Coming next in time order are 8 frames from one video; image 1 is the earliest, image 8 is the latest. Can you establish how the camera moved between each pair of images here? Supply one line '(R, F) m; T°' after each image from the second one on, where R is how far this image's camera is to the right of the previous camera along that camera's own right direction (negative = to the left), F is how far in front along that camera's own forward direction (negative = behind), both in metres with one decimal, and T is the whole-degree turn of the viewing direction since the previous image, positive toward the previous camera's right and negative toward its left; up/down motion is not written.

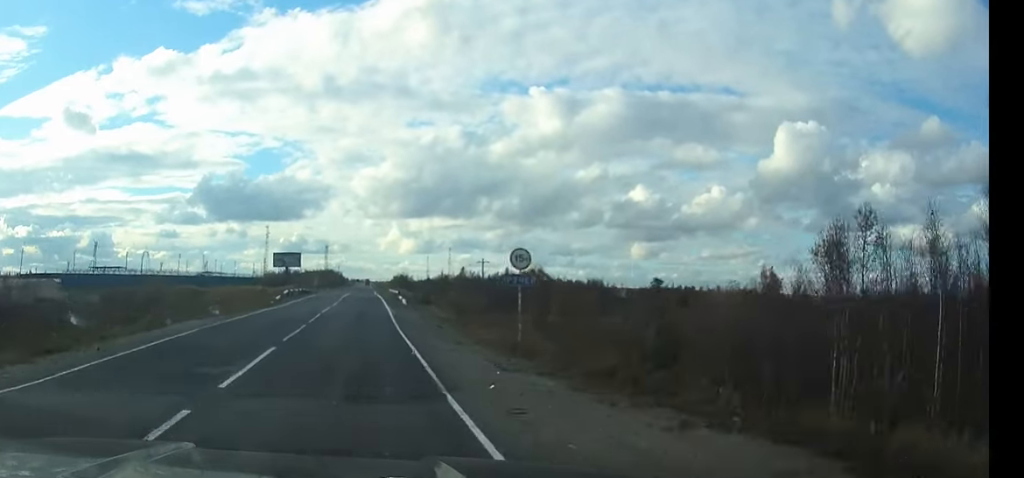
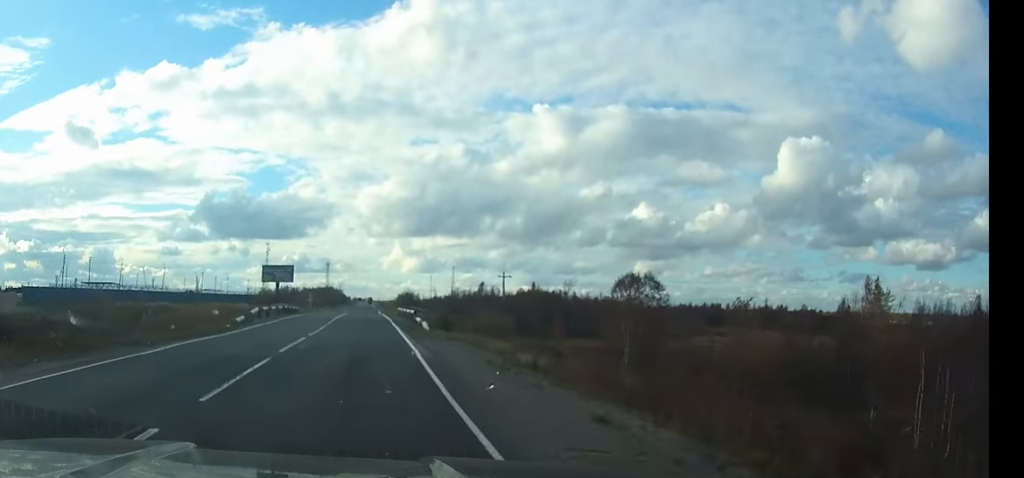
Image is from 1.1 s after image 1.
(0.0, +17.8) m; 0°
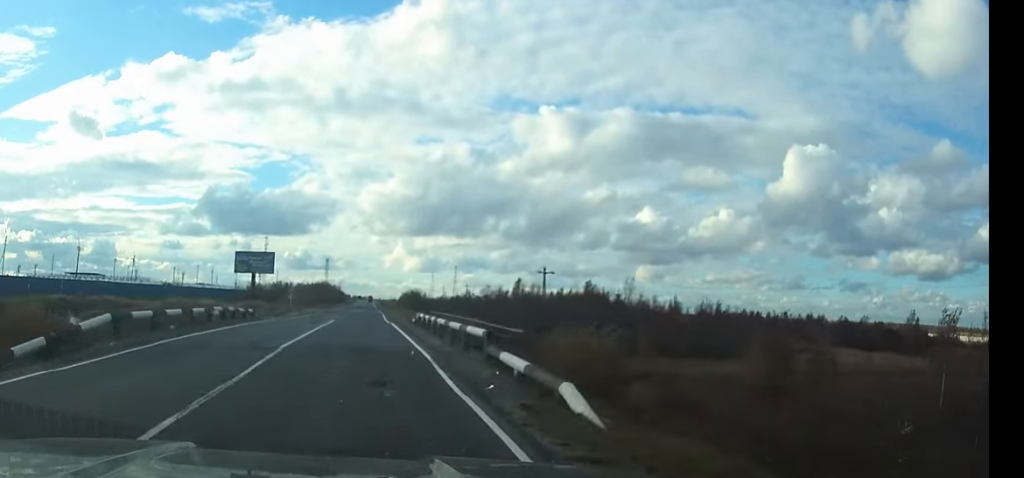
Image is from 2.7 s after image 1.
(0.0, +27.4) m; 0°
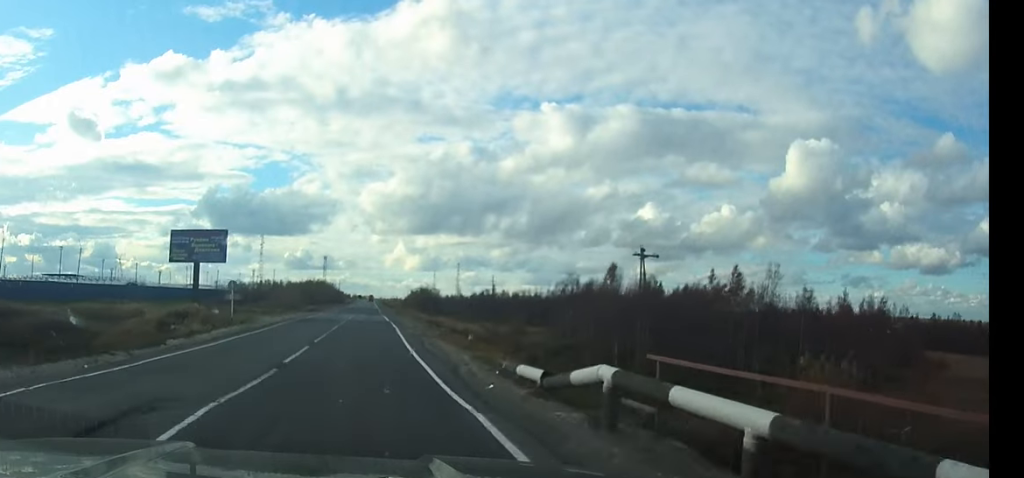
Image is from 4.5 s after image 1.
(0.0, +34.2) m; 0°
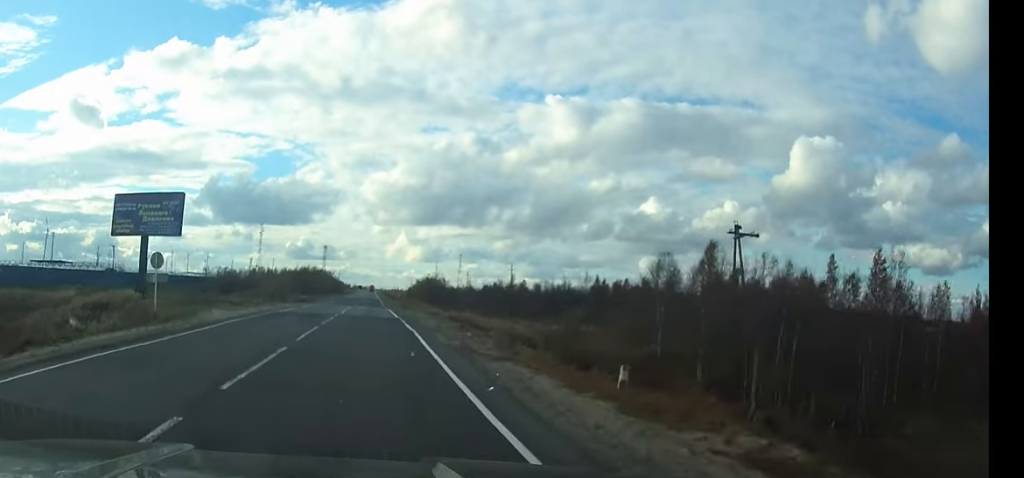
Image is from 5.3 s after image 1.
(0.0, +16.4) m; 0°
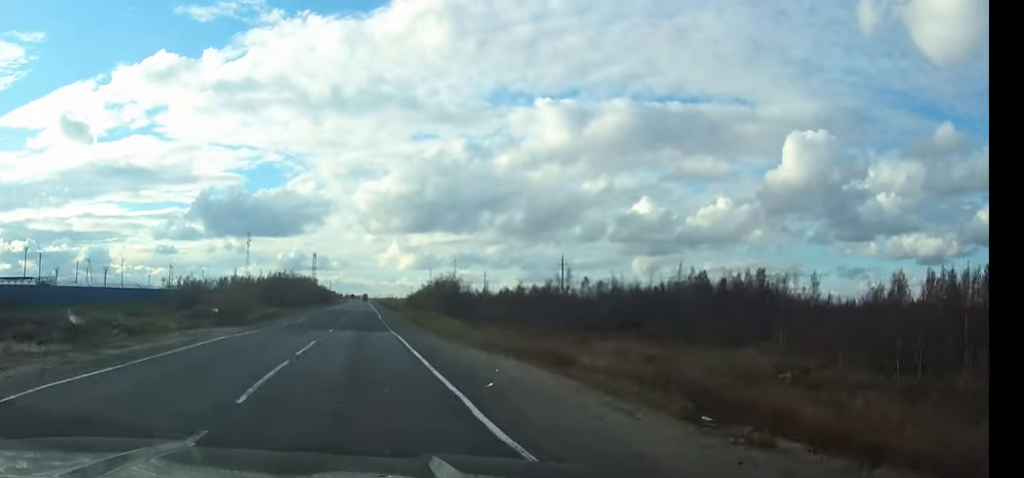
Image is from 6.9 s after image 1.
(+0.1, +30.8) m; 0°
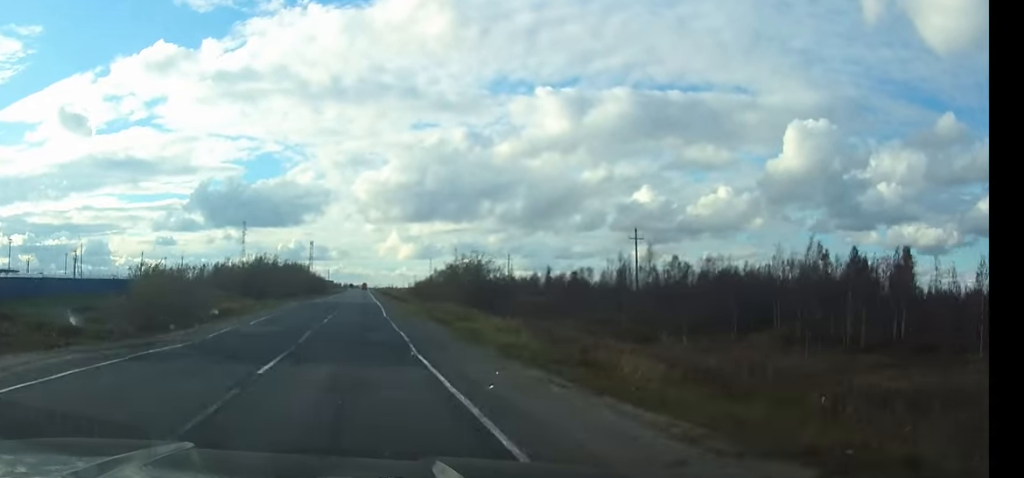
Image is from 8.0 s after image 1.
(-0.1, +20.9) m; 0°
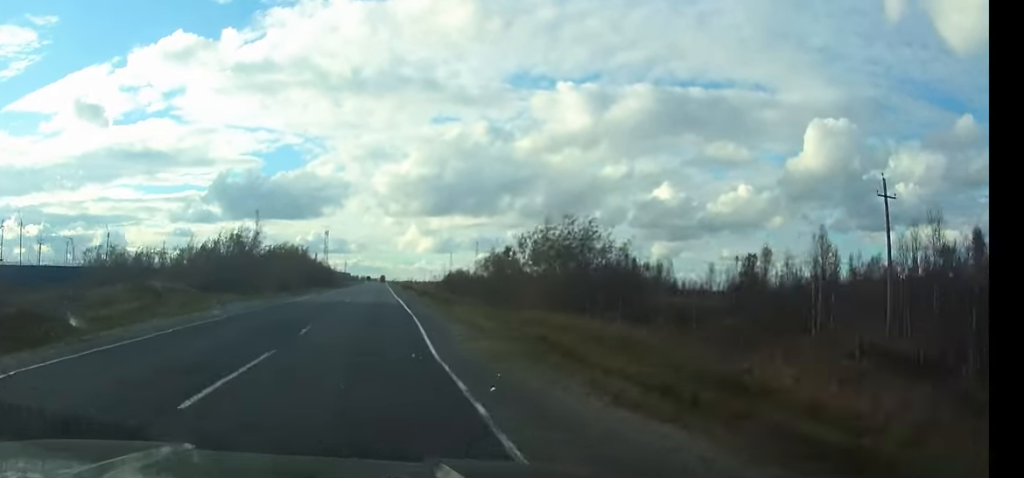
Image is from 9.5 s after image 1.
(+0.1, +28.6) m; 0°
